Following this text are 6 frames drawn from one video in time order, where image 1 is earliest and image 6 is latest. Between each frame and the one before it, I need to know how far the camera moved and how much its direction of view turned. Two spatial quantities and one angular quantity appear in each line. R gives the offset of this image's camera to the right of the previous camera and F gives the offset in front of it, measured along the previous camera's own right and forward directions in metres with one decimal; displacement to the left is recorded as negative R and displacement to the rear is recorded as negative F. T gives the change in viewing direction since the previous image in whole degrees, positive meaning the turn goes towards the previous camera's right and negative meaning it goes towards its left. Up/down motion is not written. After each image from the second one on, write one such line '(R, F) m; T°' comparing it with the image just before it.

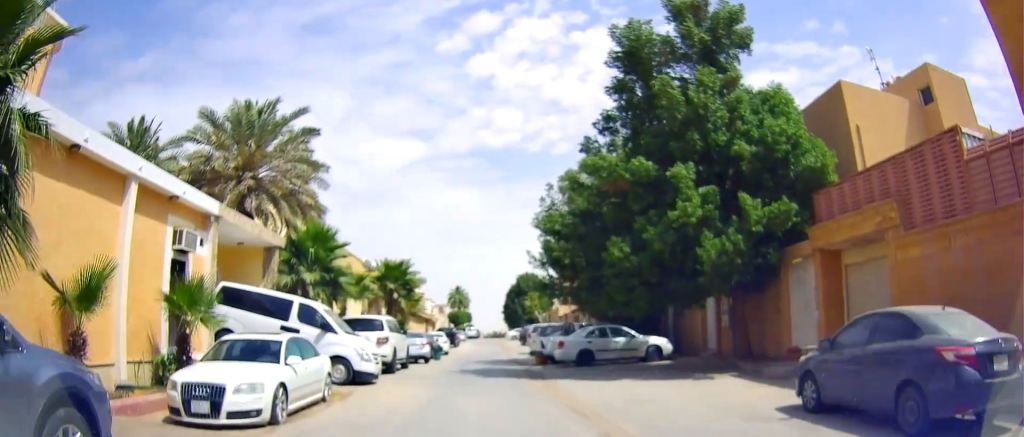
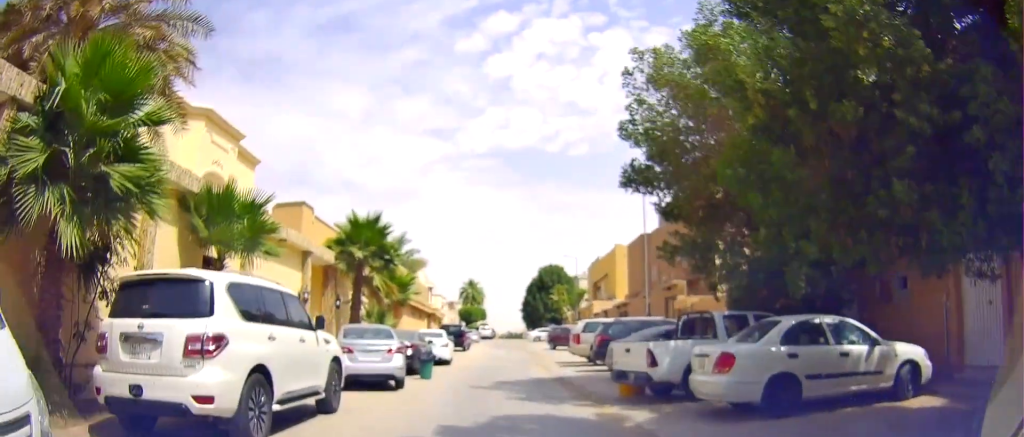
(-1.0, +12.9) m; 0°
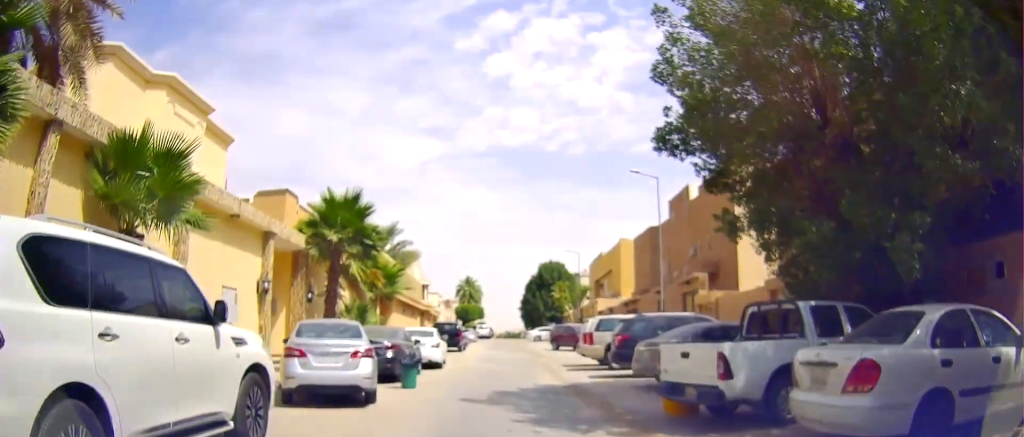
(+0.4, +3.4) m; 0°
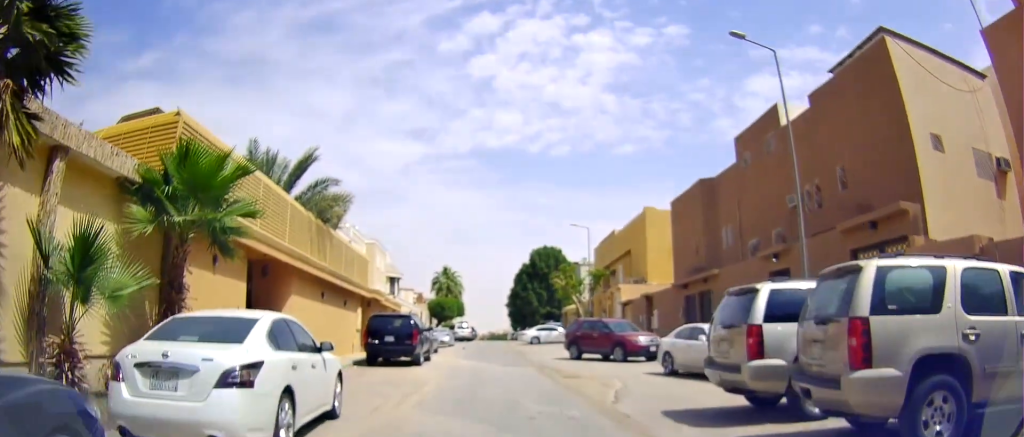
(-0.5, +15.9) m; -1°
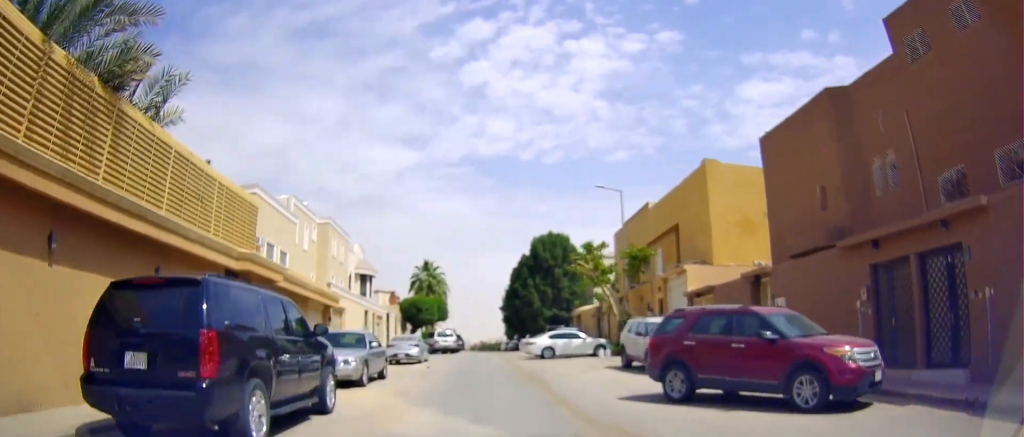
(+0.3, +14.6) m; -1°
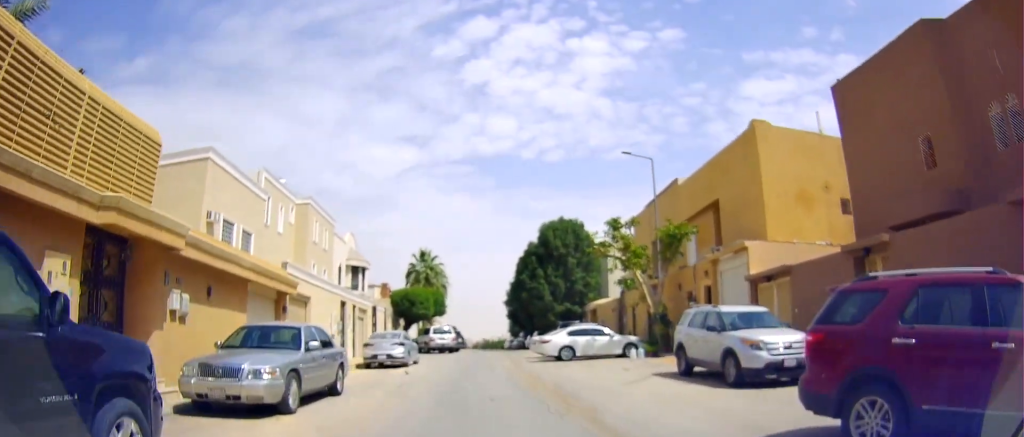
(-0.2, +5.9) m; +1°
